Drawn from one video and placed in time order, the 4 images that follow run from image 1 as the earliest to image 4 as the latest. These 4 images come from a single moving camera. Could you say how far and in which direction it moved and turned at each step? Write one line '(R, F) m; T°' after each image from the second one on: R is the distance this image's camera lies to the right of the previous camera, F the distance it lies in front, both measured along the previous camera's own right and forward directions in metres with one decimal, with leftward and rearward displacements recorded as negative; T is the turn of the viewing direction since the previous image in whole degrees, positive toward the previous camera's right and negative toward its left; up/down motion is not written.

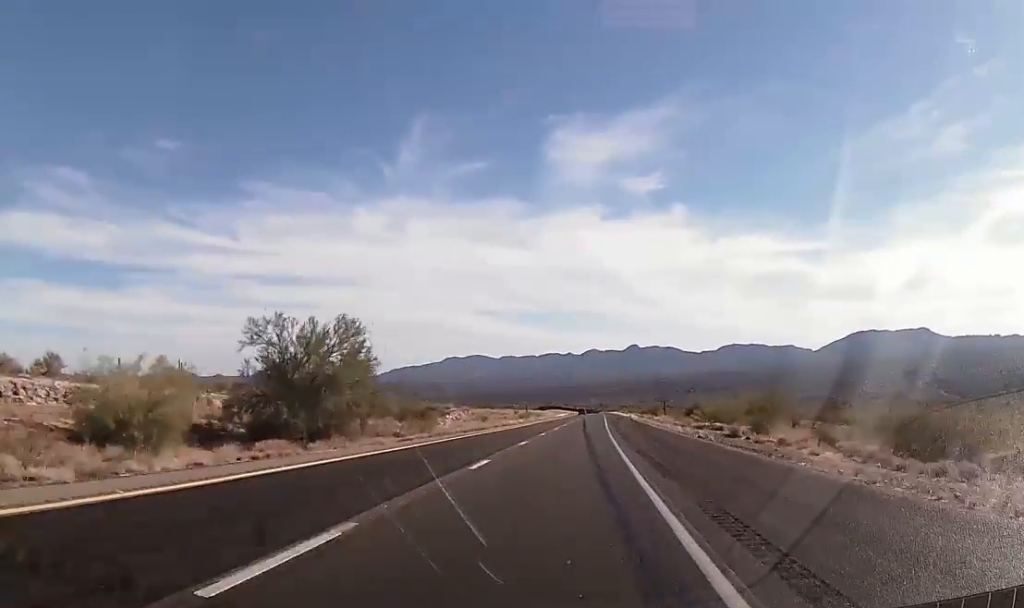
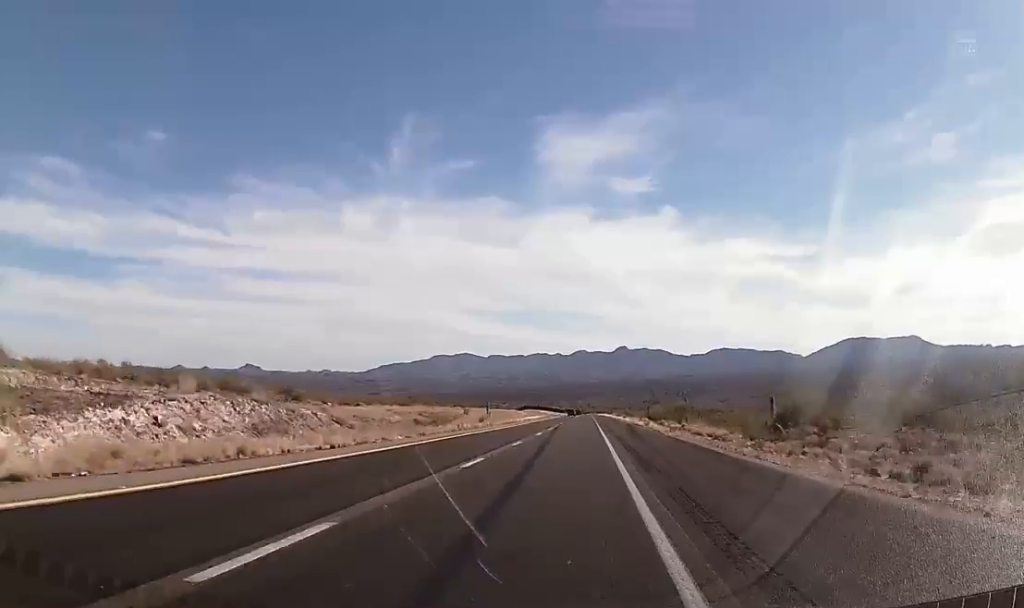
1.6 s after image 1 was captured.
(+1.0, +60.4) m; +1°
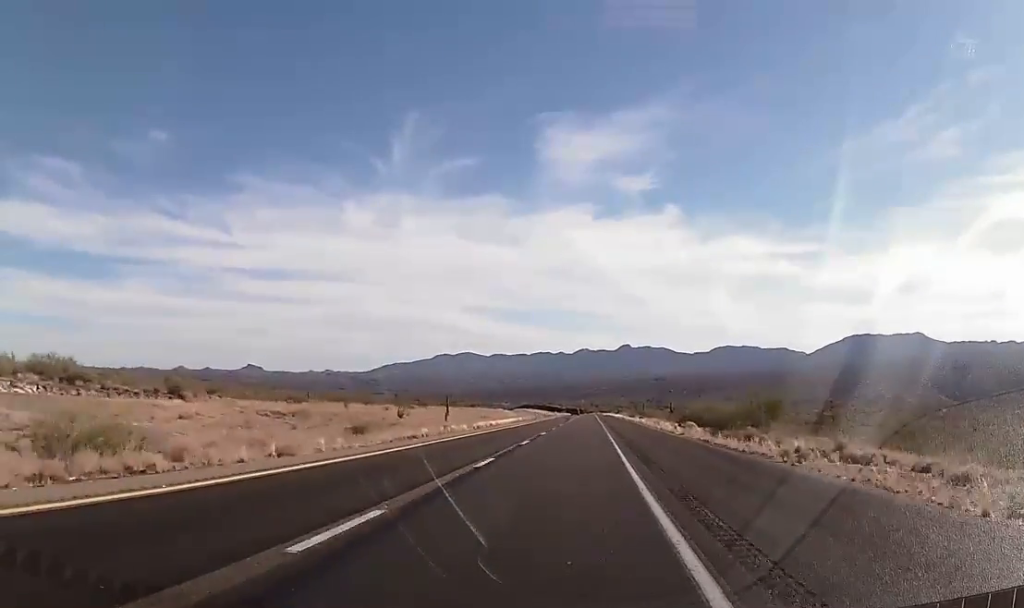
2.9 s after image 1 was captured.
(+0.1, +47.7) m; +1°
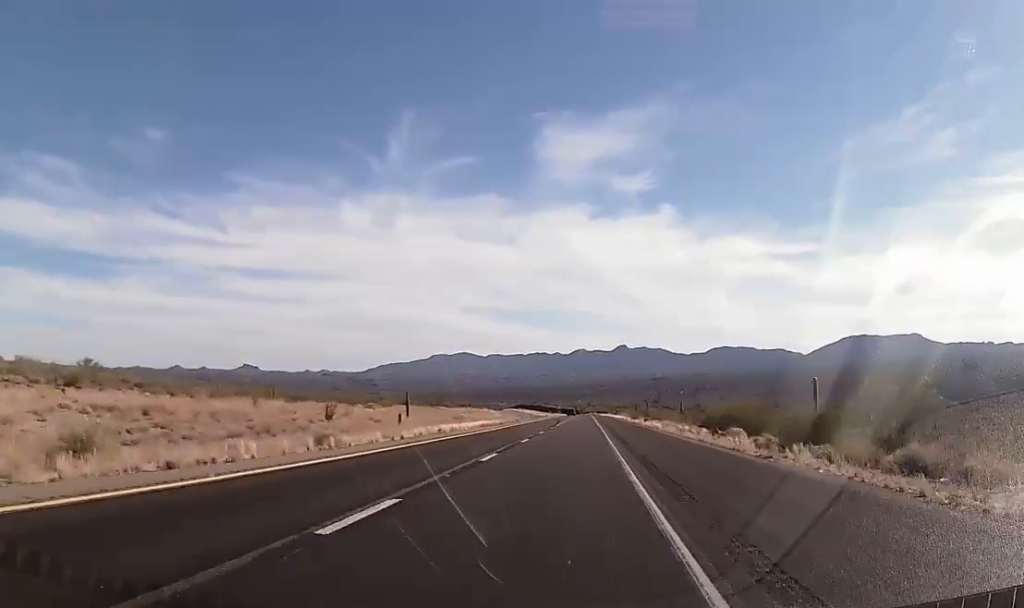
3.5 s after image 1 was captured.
(0.0, +22.7) m; 0°
